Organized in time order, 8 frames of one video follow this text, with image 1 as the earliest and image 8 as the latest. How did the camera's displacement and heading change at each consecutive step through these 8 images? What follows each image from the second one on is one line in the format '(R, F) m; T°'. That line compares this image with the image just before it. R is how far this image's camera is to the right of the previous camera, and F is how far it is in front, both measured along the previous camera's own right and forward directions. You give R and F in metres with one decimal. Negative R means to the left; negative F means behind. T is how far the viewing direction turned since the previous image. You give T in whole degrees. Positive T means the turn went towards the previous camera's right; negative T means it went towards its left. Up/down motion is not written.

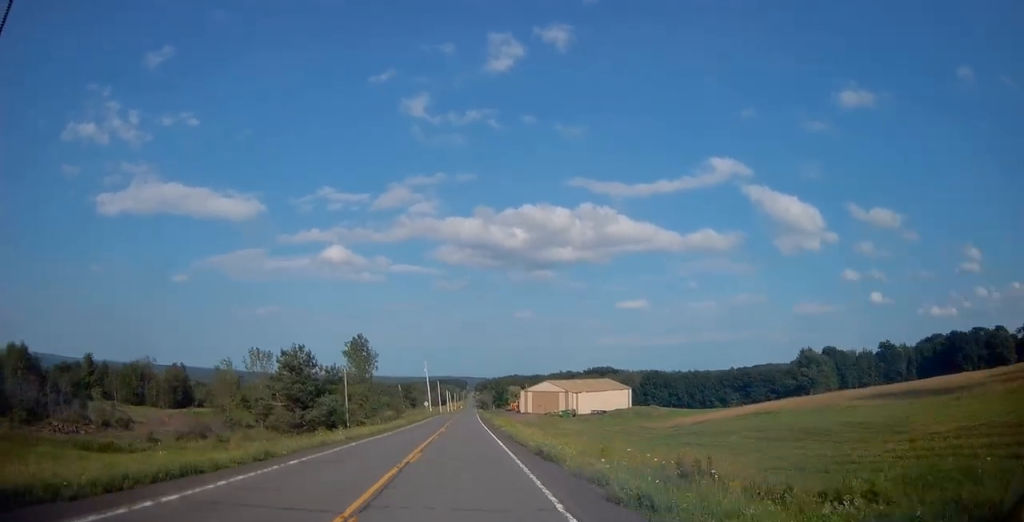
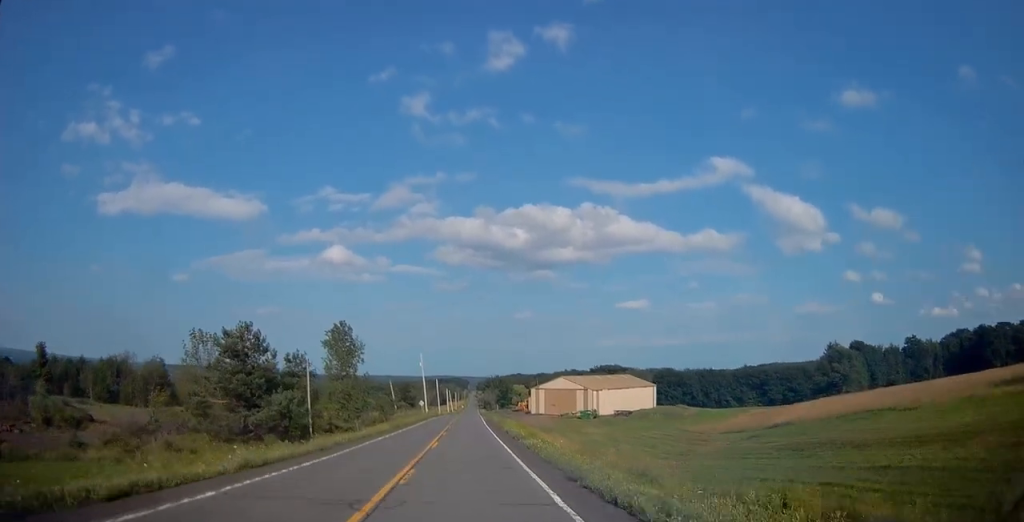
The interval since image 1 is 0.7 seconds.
(0.0, +16.3) m; 0°
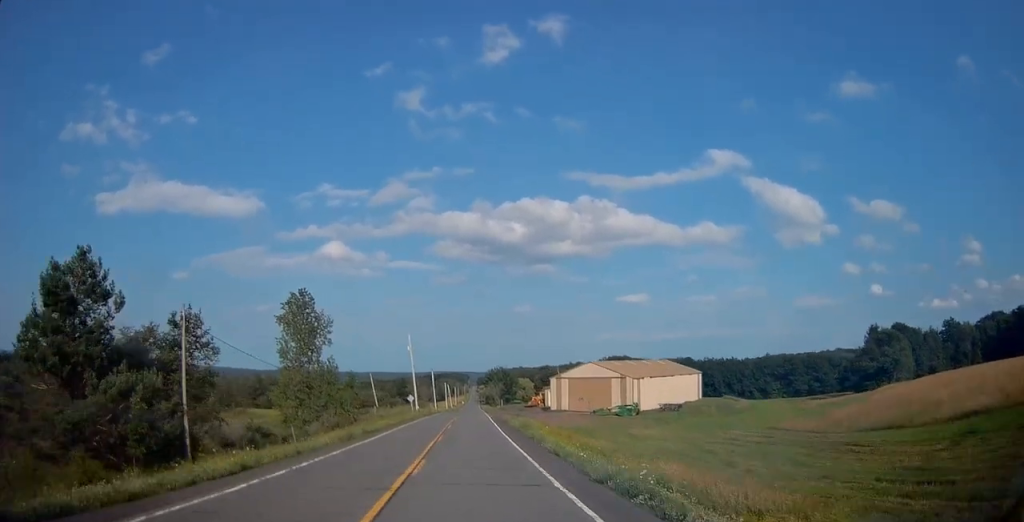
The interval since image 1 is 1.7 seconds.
(0.0, +22.6) m; +1°
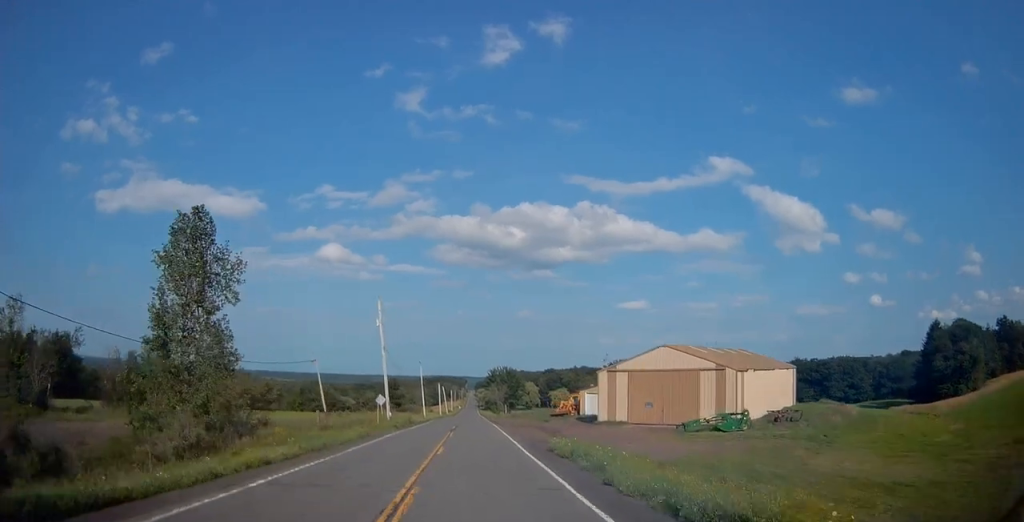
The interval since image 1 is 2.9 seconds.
(+0.5, +29.1) m; 0°
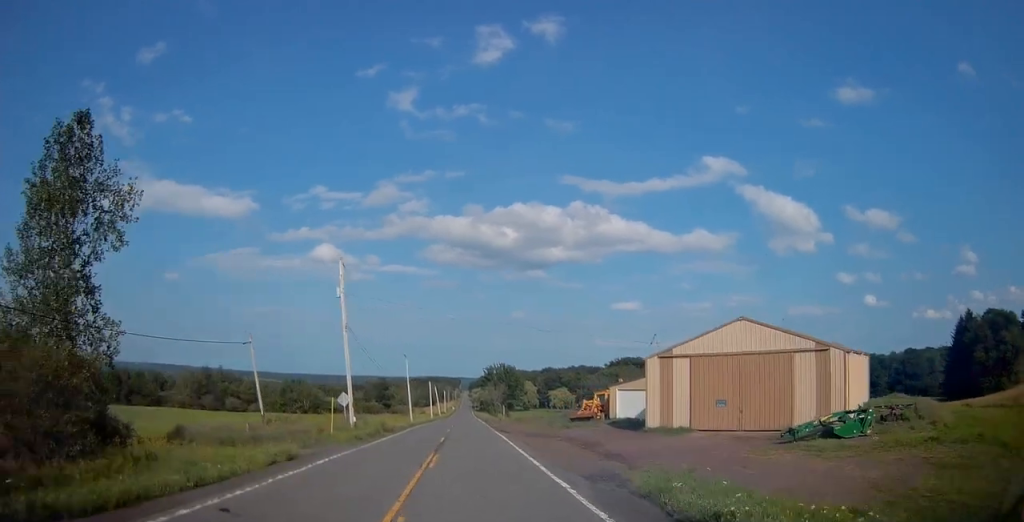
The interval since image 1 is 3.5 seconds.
(-0.2, +15.0) m; -1°
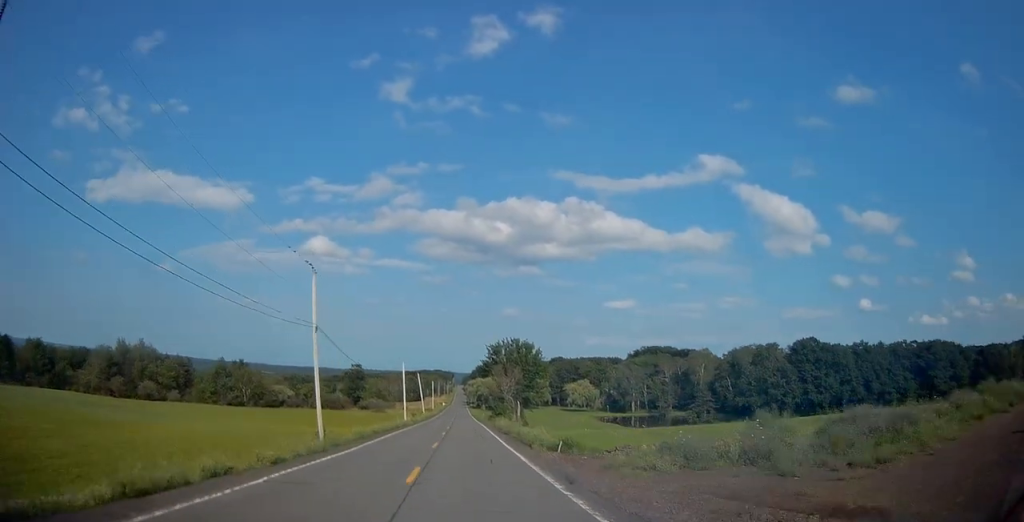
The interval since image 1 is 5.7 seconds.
(+0.1, +51.6) m; +1°
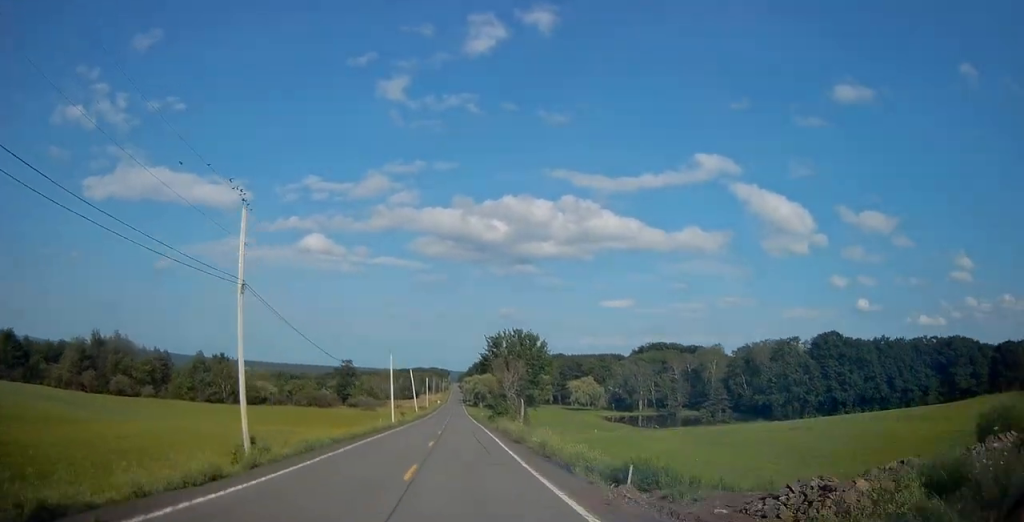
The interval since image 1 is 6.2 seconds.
(+0.1, +11.2) m; 0°
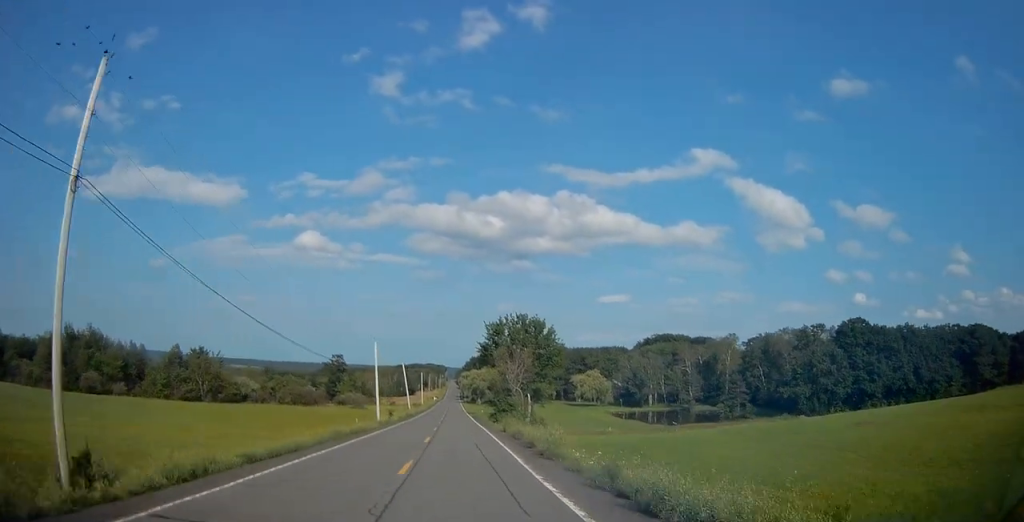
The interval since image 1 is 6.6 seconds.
(0.0, +11.2) m; 0°
